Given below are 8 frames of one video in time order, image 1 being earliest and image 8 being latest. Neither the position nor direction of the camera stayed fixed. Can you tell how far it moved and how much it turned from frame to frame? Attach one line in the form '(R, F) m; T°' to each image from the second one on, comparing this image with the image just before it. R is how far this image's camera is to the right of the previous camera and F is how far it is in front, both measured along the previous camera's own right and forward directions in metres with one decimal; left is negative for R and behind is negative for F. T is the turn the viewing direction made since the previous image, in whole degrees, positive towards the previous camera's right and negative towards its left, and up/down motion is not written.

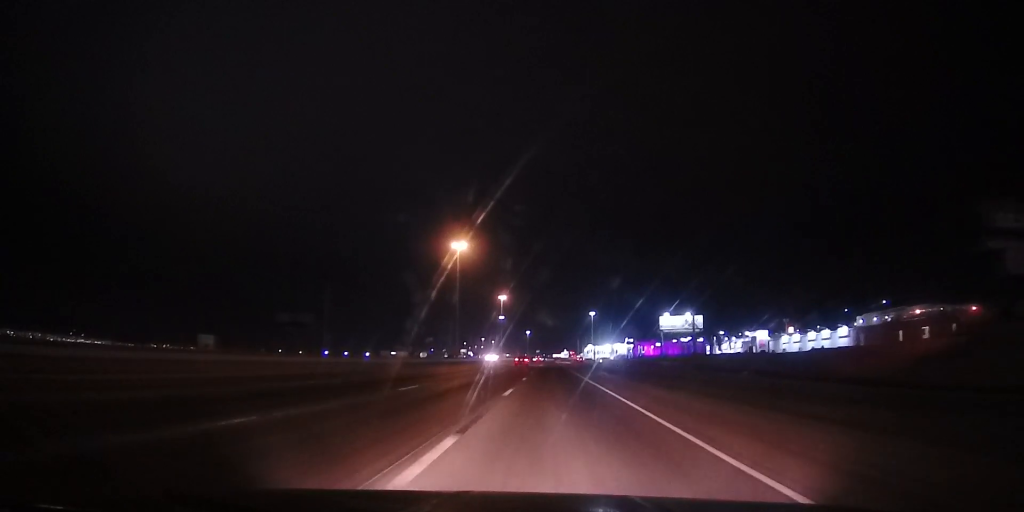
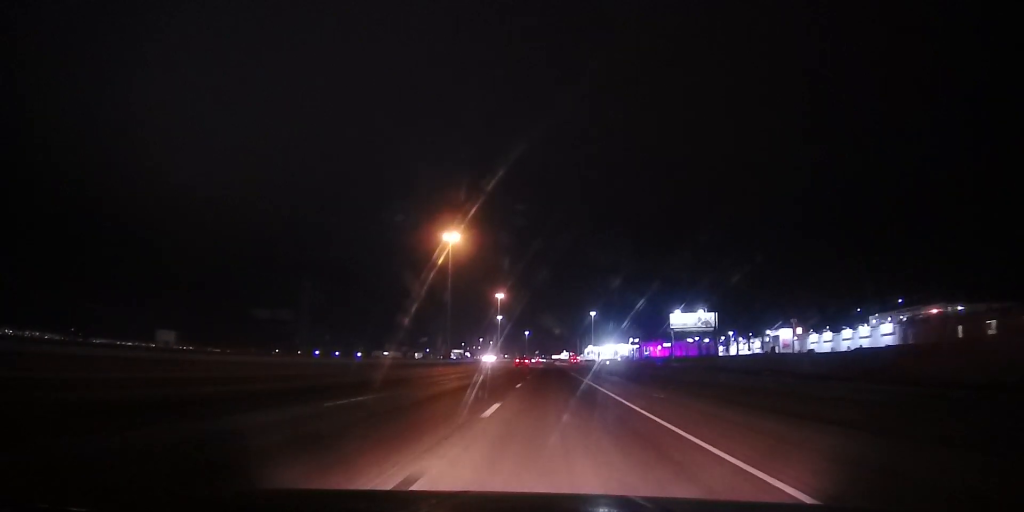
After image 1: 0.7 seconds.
(-0.1, +18.0) m; 0°
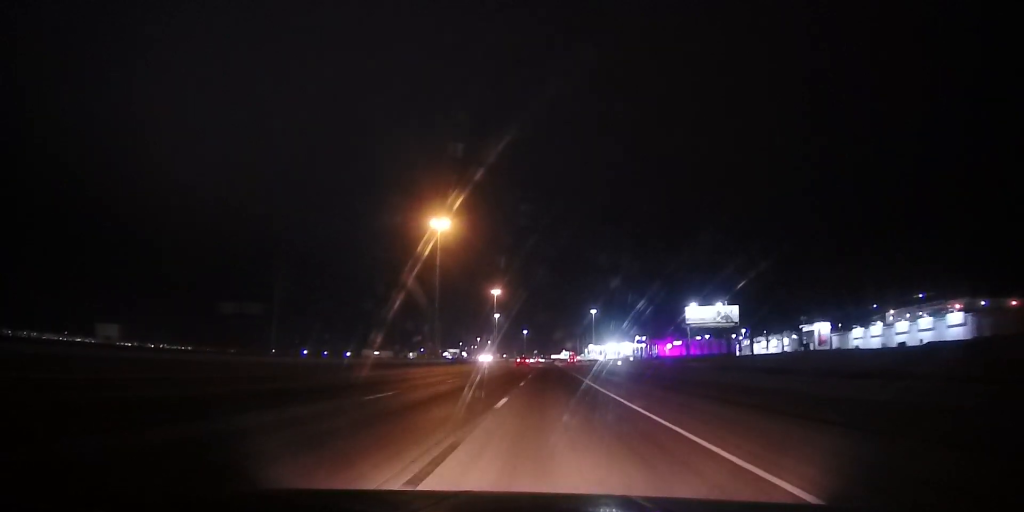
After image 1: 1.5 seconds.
(+0.3, +21.5) m; -1°
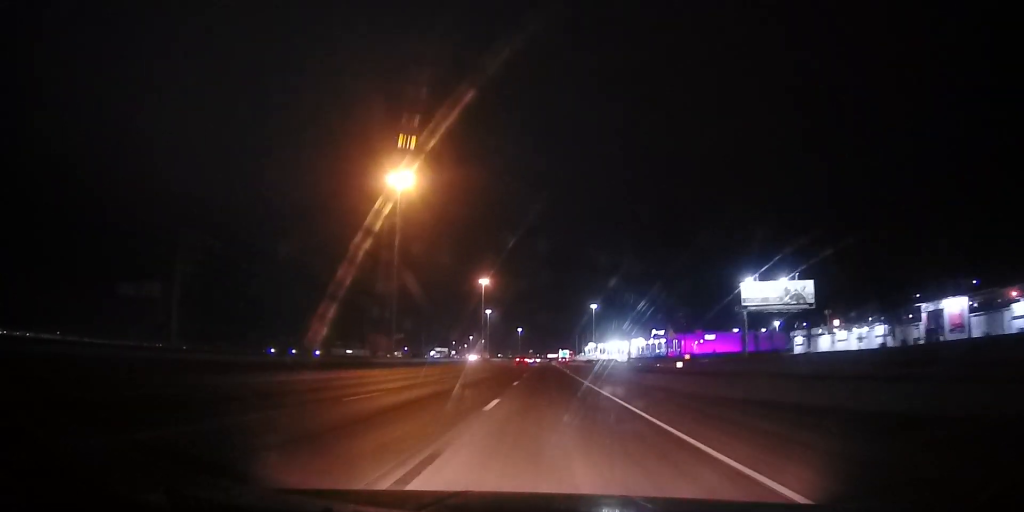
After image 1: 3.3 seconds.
(-0.1, +49.2) m; +1°
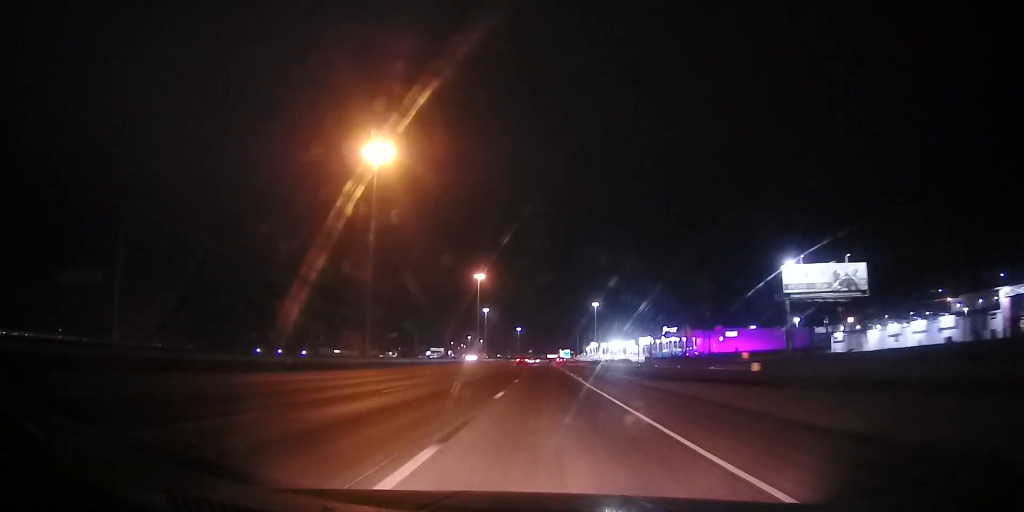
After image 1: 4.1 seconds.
(-0.1, +20.5) m; 0°
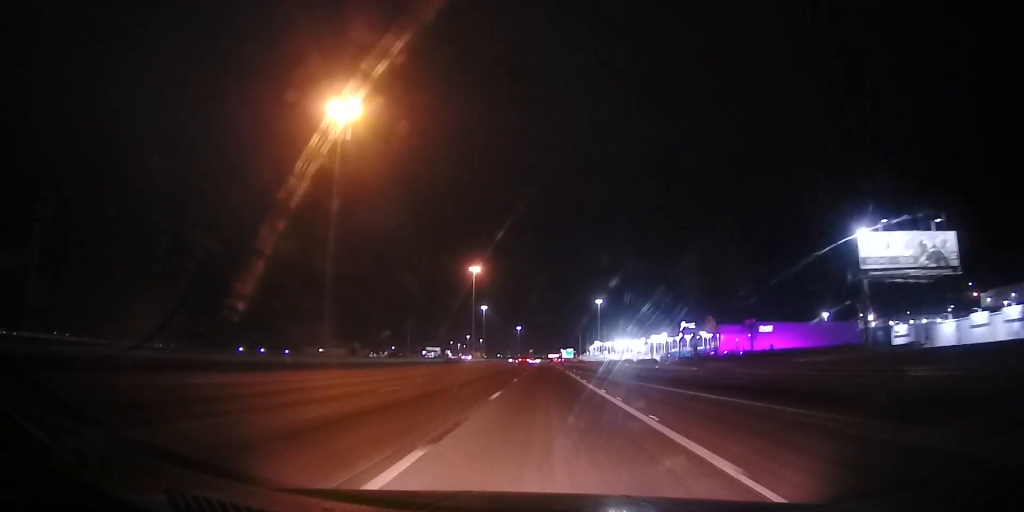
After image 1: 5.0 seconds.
(-0.1, +24.1) m; 0°
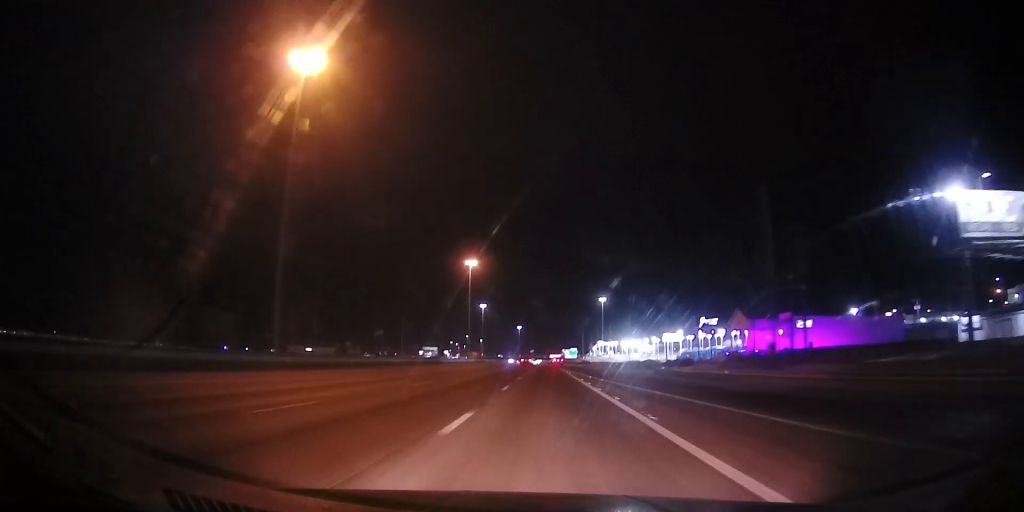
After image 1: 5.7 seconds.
(0.0, +19.7) m; +1°
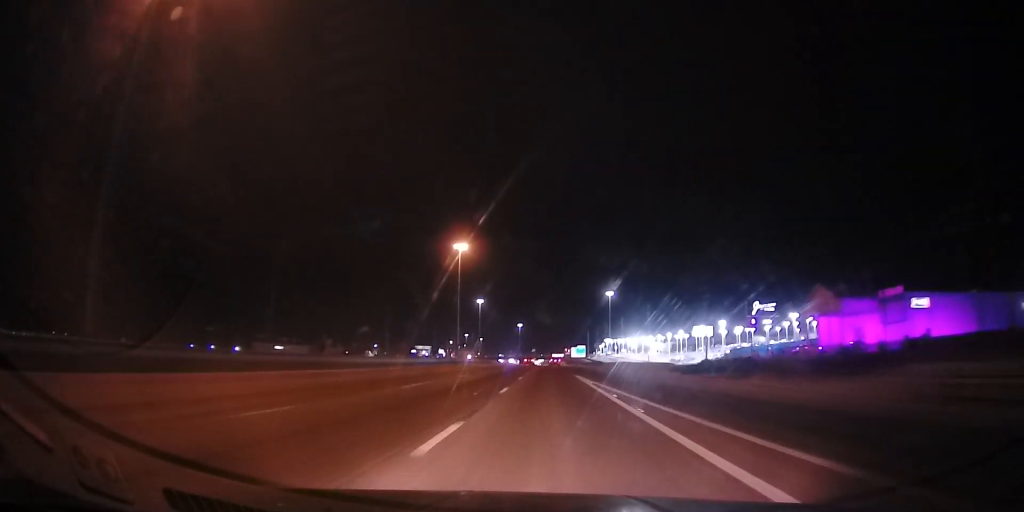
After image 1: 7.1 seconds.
(+0.4, +37.6) m; +1°
